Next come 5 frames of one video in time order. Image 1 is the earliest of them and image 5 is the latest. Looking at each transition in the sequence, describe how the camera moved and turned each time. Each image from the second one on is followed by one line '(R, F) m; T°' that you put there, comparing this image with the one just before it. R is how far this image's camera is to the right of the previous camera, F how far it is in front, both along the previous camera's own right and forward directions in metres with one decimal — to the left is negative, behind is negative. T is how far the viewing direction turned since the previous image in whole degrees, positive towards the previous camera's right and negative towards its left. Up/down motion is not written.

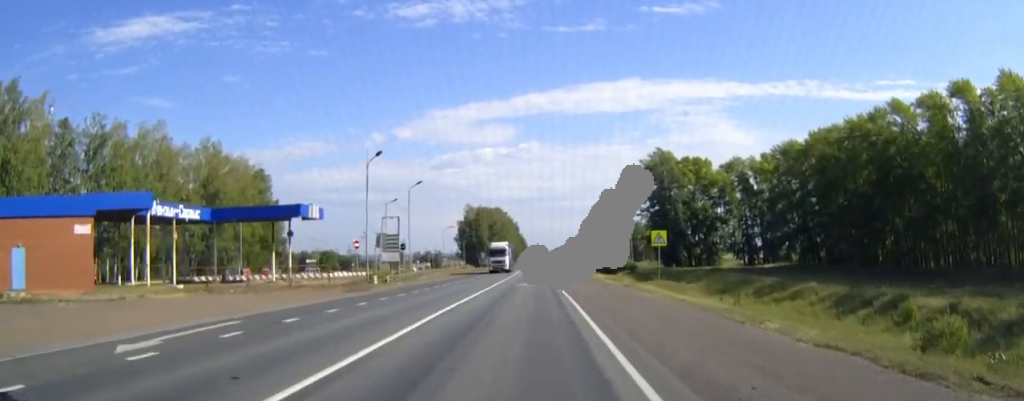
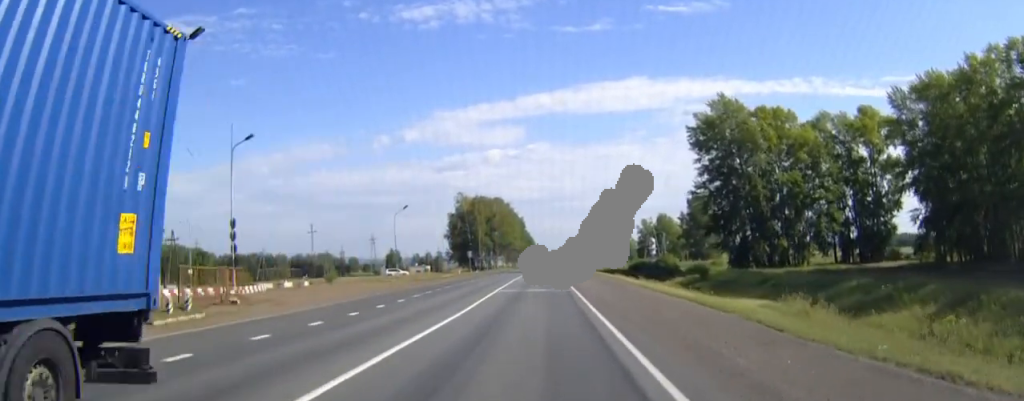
(-0.2, +51.3) m; -1°
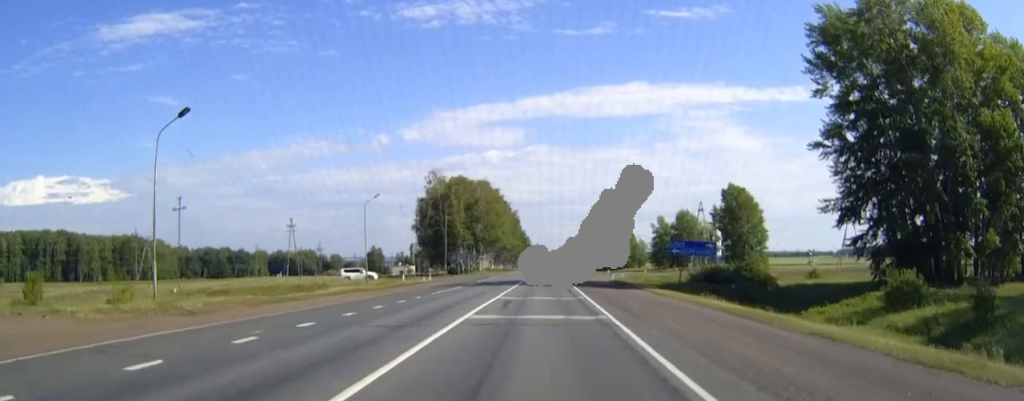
(-0.1, +53.6) m; 0°
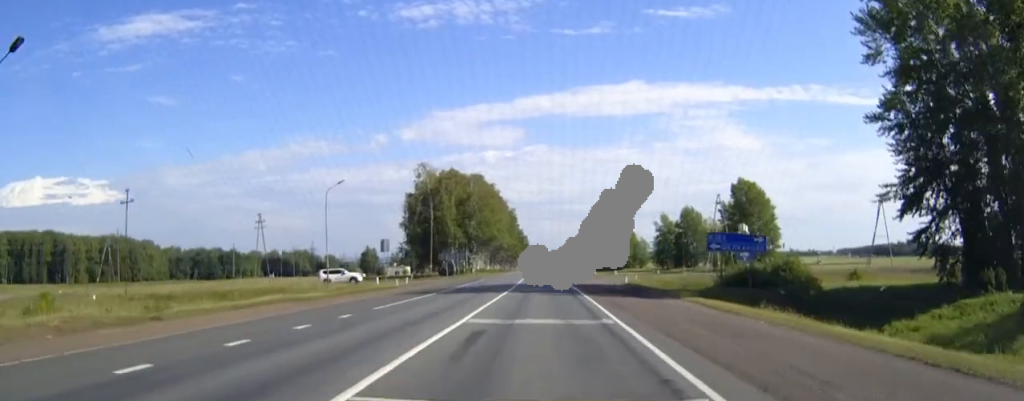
(0.0, +12.5) m; 0°
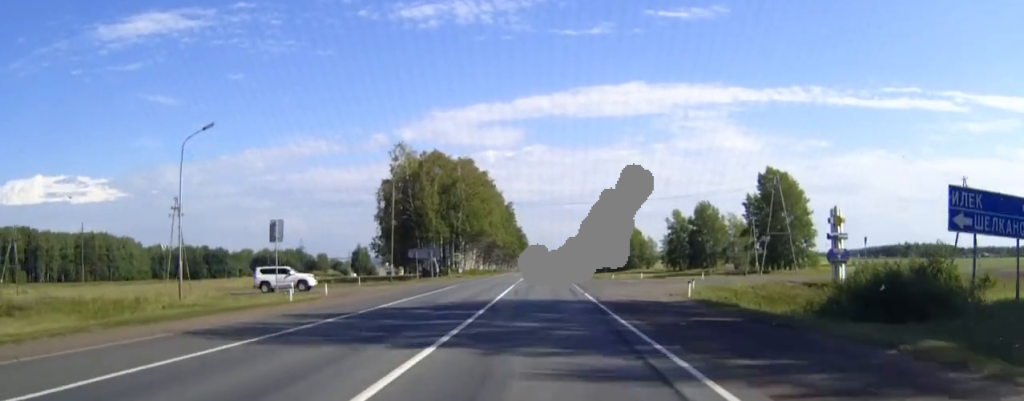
(+0.1, +25.0) m; 0°
